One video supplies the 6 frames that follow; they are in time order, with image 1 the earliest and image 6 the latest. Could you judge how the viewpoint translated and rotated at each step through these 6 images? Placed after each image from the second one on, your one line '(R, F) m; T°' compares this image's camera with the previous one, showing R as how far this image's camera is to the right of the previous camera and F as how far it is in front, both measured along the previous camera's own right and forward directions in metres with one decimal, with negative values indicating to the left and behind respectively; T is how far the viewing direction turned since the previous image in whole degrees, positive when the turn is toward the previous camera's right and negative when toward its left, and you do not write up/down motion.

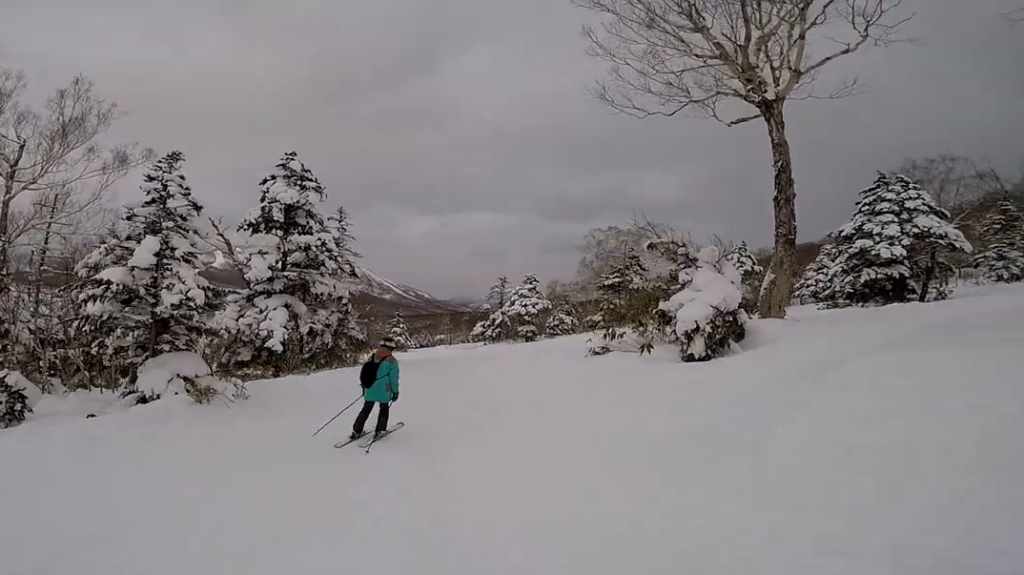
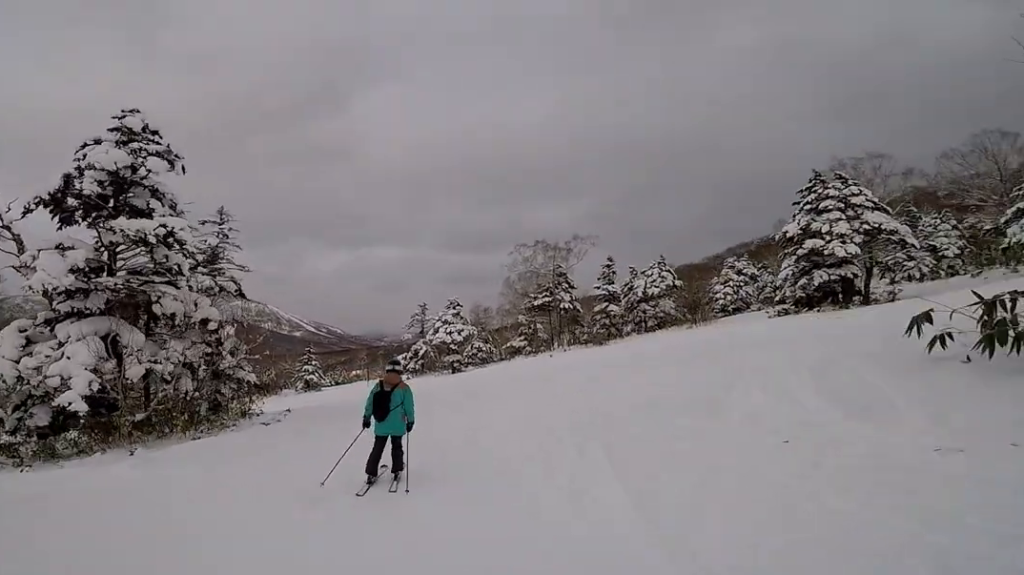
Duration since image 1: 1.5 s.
(+0.4, +8.2) m; -1°
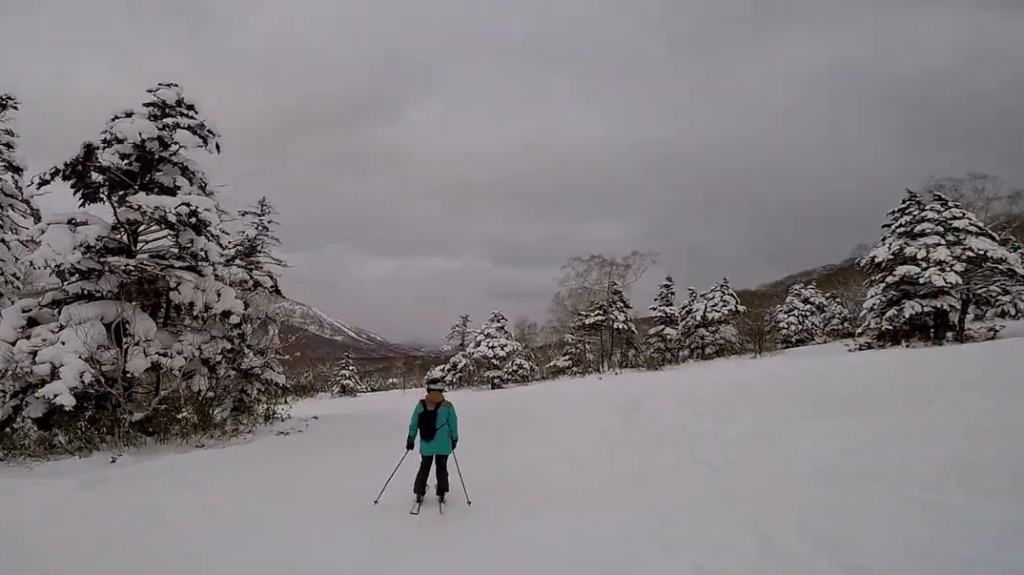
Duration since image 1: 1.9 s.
(-0.4, +2.4) m; 0°
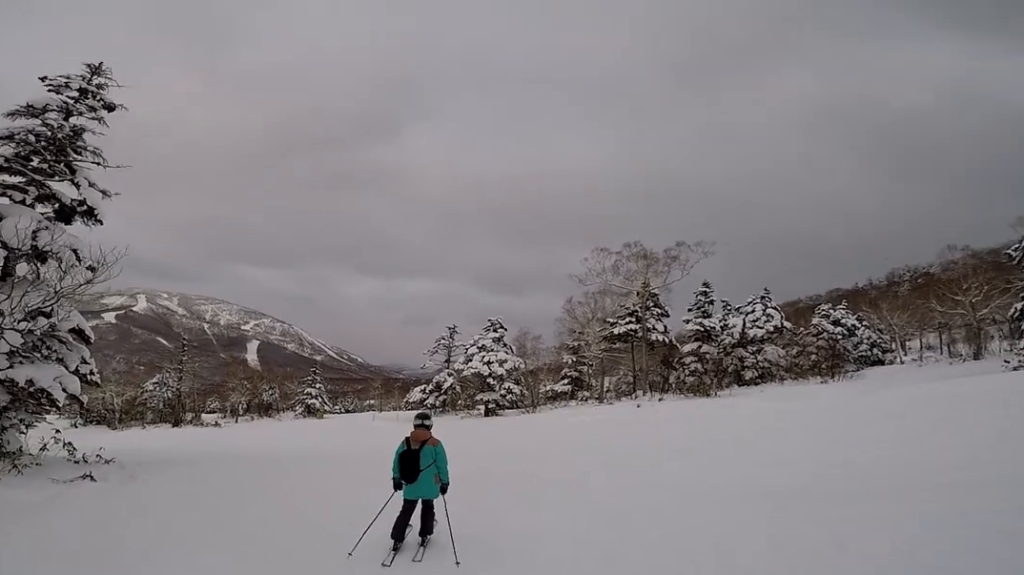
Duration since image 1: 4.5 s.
(+3.3, +14.2) m; +15°
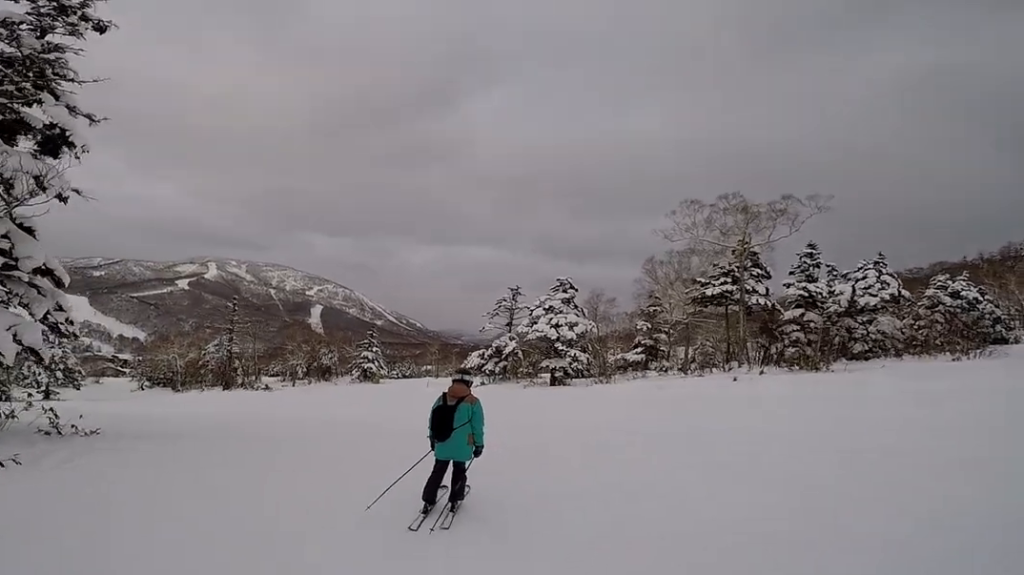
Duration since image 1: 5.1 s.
(-0.3, +3.8) m; -4°
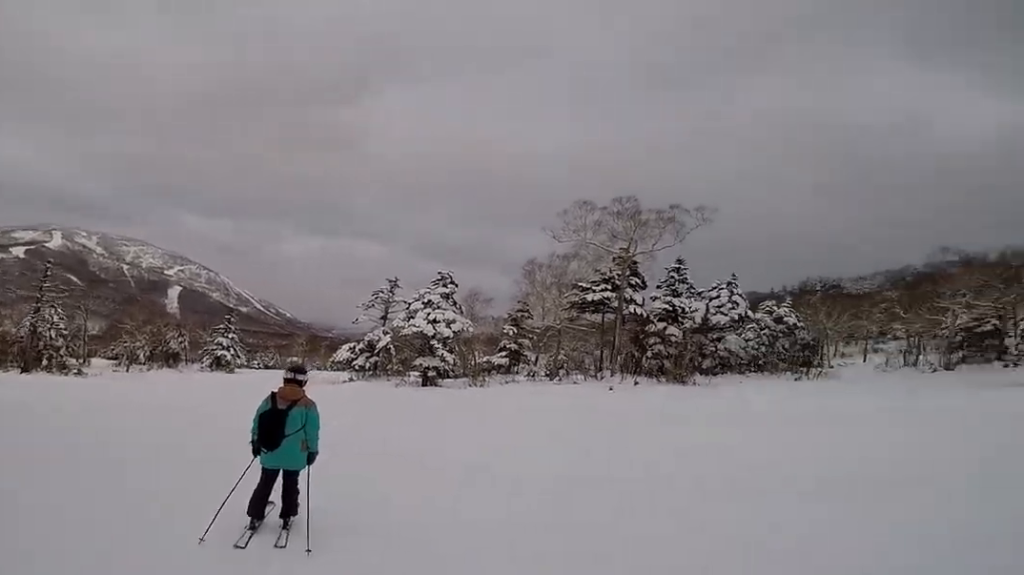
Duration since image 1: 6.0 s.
(0.0, +5.0) m; +4°
